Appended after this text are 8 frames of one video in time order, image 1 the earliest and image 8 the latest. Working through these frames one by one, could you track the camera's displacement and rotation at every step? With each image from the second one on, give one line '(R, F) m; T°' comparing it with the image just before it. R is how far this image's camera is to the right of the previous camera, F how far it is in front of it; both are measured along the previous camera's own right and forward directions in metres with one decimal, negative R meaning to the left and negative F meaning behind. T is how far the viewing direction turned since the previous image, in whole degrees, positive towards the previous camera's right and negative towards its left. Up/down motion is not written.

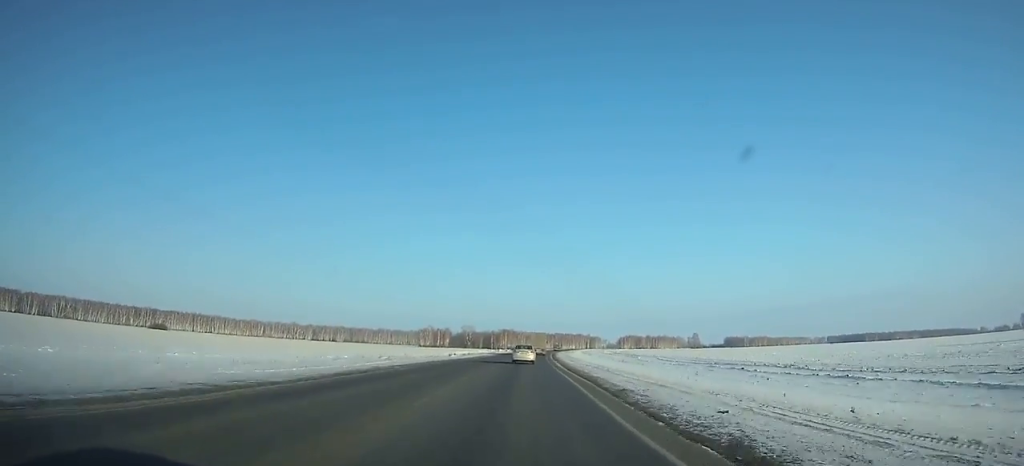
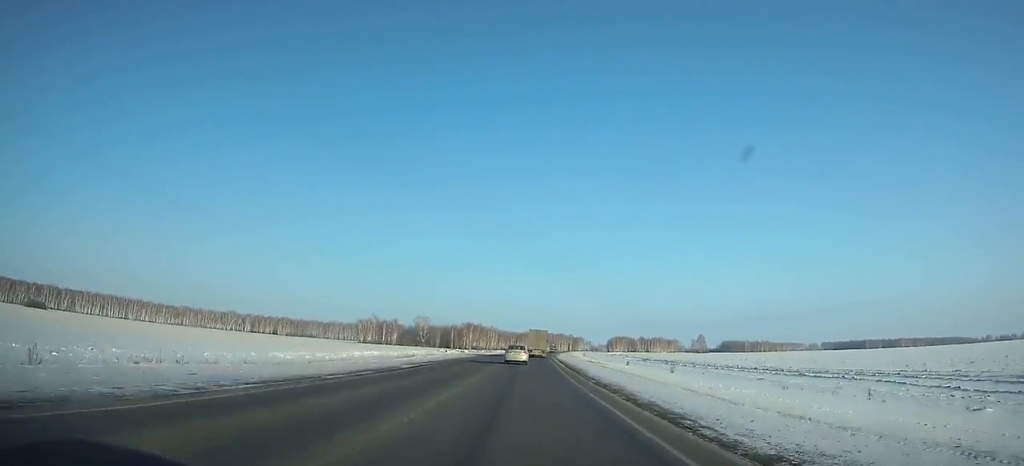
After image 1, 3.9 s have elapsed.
(+1.8, +98.2) m; +2°
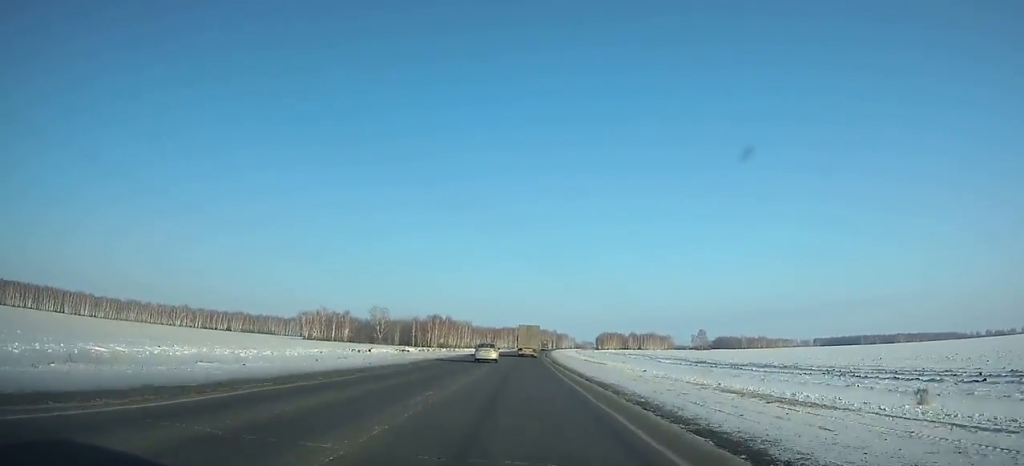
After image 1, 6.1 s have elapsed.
(+0.9, +55.6) m; +1°
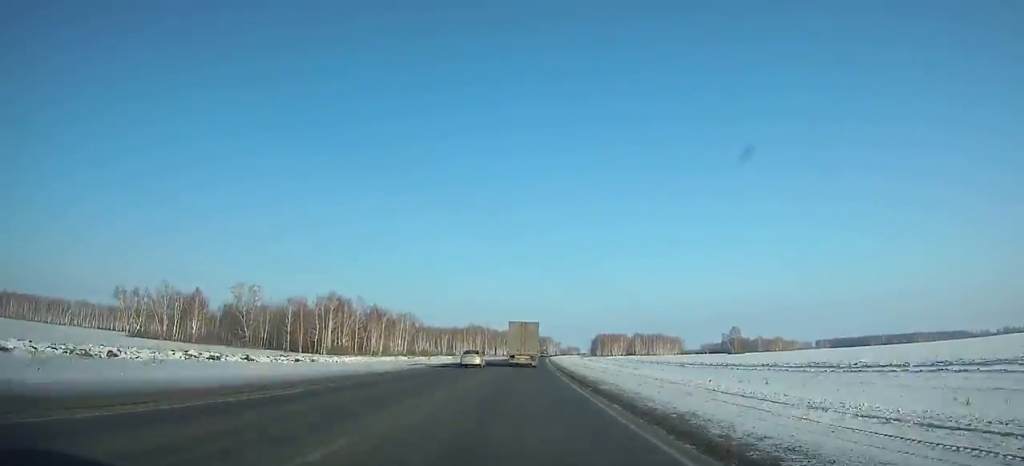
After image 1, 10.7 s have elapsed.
(+2.5, +117.9) m; +2°
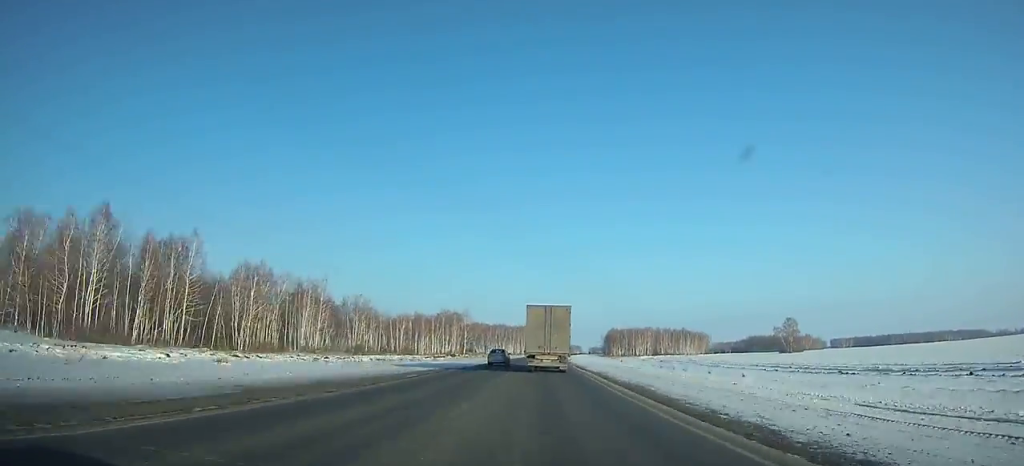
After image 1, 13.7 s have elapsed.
(+0.8, +79.6) m; +1°
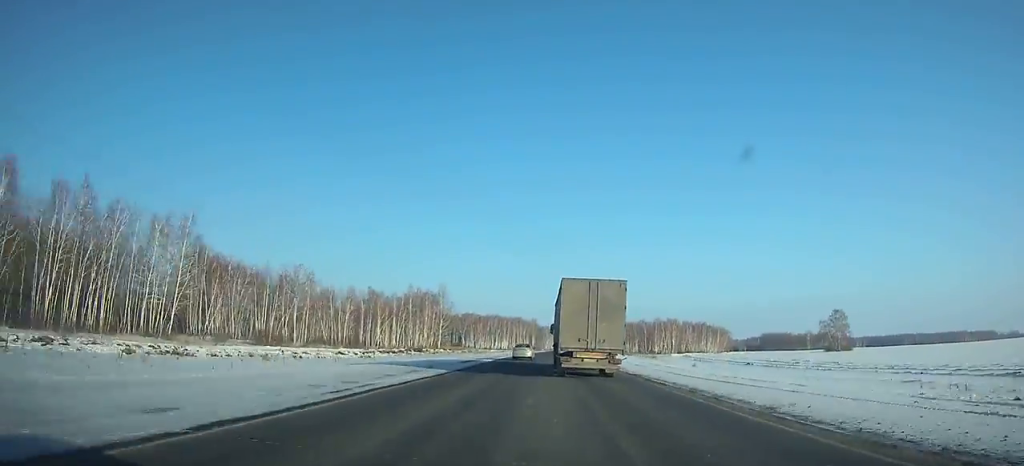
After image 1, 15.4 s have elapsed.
(0.0, +46.4) m; +1°
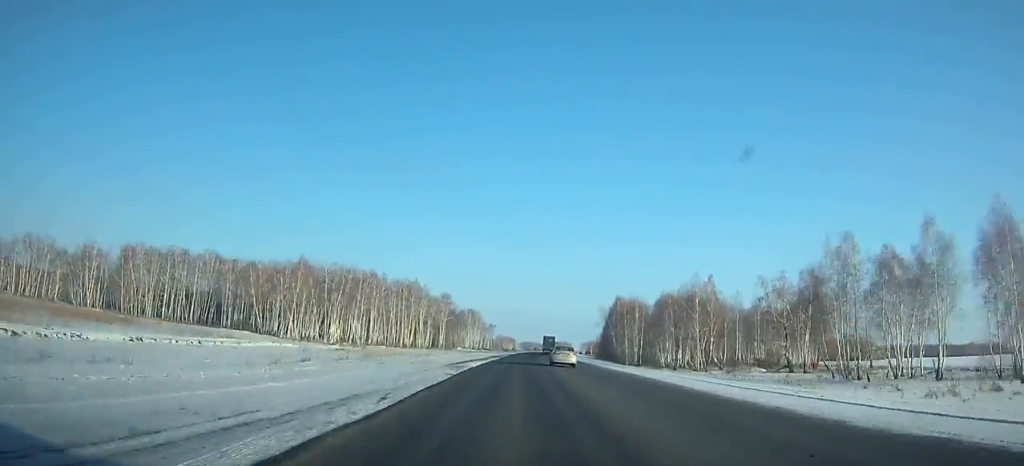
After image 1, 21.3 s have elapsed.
(+8.9, +164.2) m; +6°
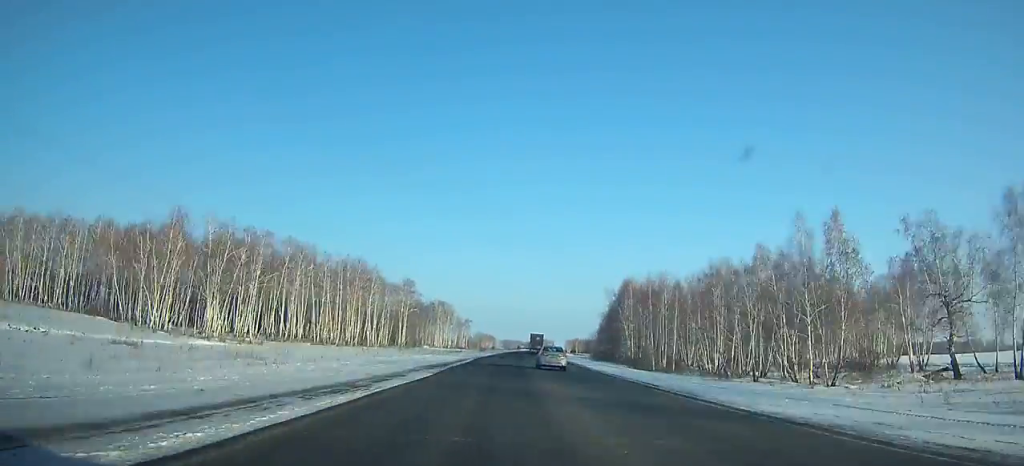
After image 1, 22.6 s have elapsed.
(+0.3, +36.1) m; +1°
